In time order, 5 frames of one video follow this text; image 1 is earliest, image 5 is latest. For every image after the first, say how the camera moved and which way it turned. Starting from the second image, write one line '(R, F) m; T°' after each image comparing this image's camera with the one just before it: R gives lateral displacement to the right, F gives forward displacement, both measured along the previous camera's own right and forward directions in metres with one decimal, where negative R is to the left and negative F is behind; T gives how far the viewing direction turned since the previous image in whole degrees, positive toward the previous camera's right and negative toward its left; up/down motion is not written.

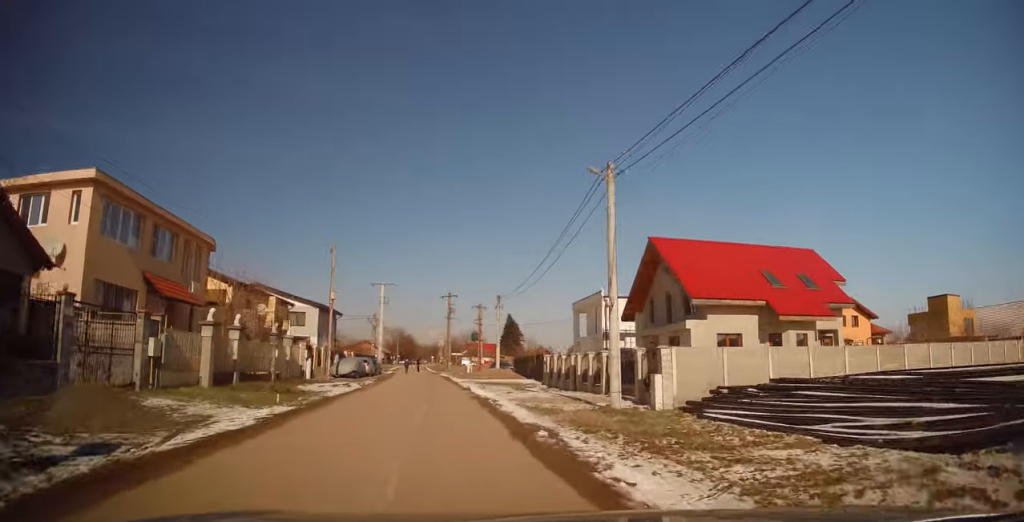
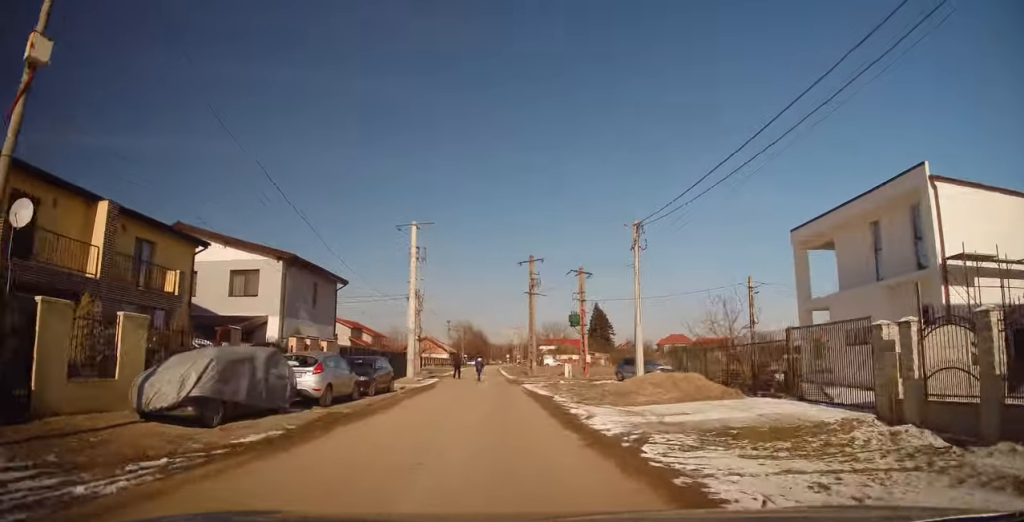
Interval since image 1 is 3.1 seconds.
(-4.0, +24.7) m; -11°
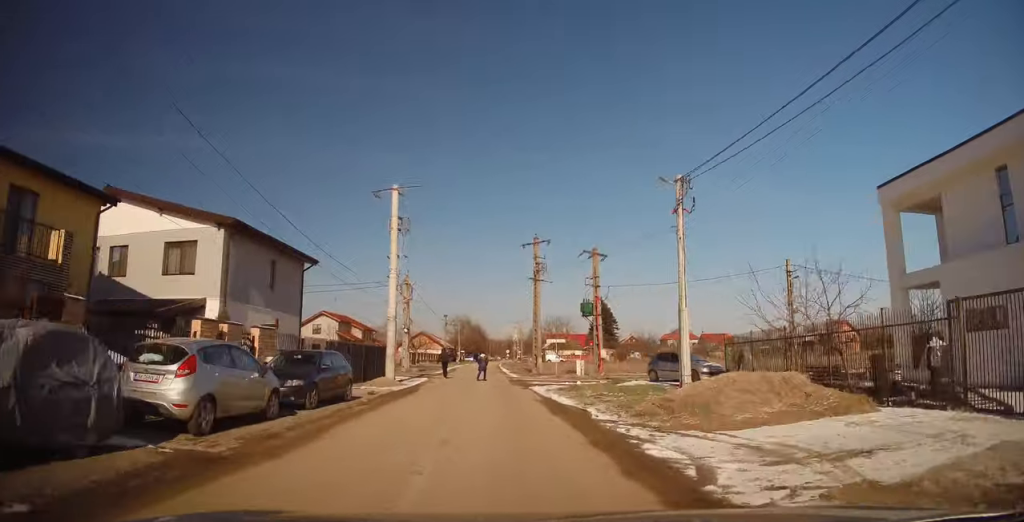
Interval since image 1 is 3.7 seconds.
(0.0, +6.3) m; -1°
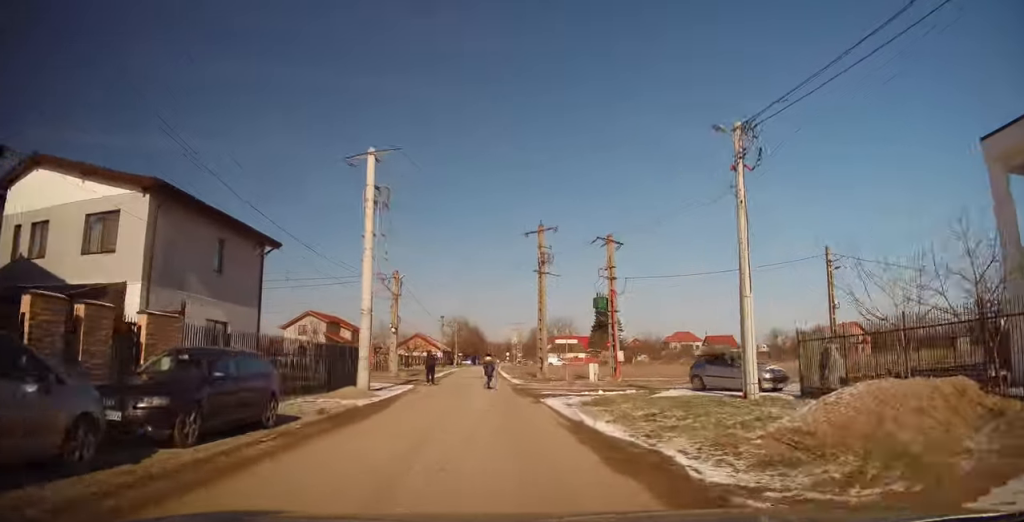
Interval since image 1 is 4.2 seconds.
(-0.1, +5.5) m; 0°
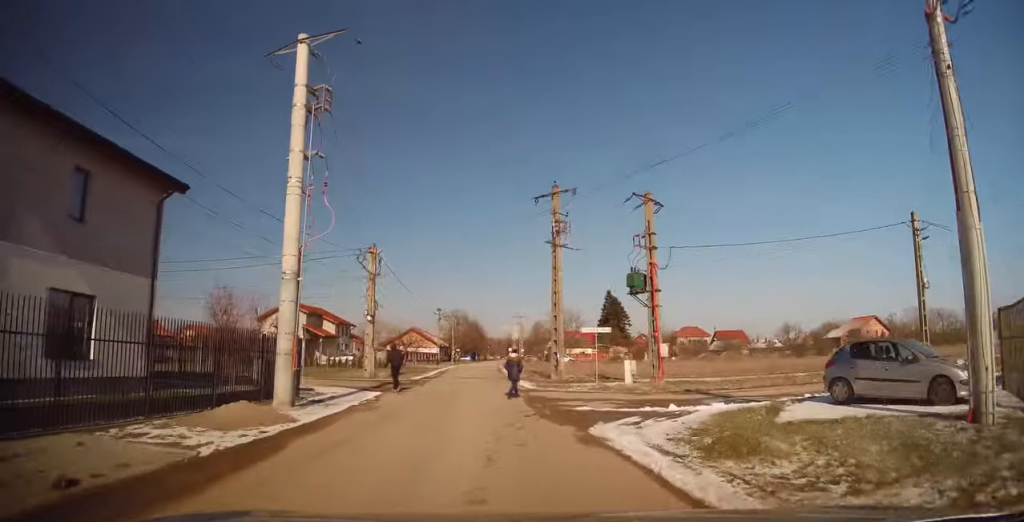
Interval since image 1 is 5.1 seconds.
(+0.1, +9.0) m; +1°
